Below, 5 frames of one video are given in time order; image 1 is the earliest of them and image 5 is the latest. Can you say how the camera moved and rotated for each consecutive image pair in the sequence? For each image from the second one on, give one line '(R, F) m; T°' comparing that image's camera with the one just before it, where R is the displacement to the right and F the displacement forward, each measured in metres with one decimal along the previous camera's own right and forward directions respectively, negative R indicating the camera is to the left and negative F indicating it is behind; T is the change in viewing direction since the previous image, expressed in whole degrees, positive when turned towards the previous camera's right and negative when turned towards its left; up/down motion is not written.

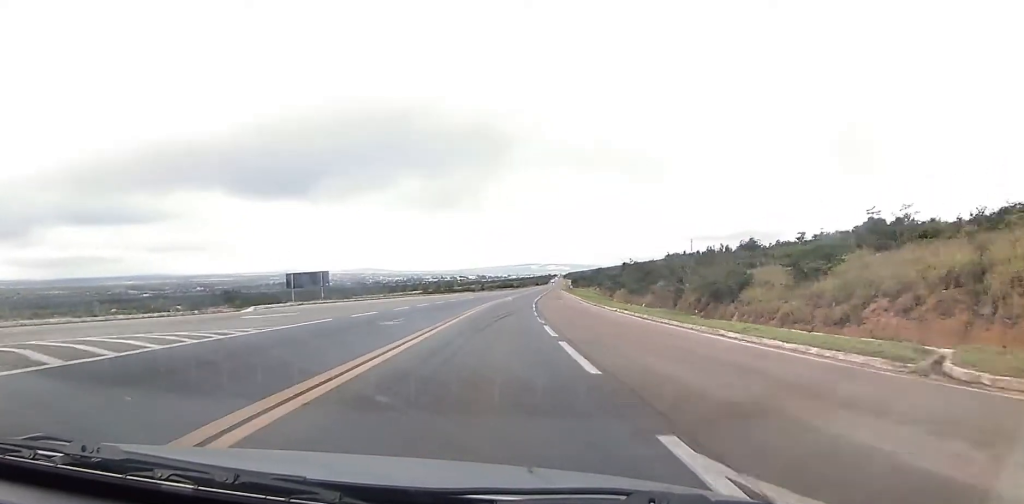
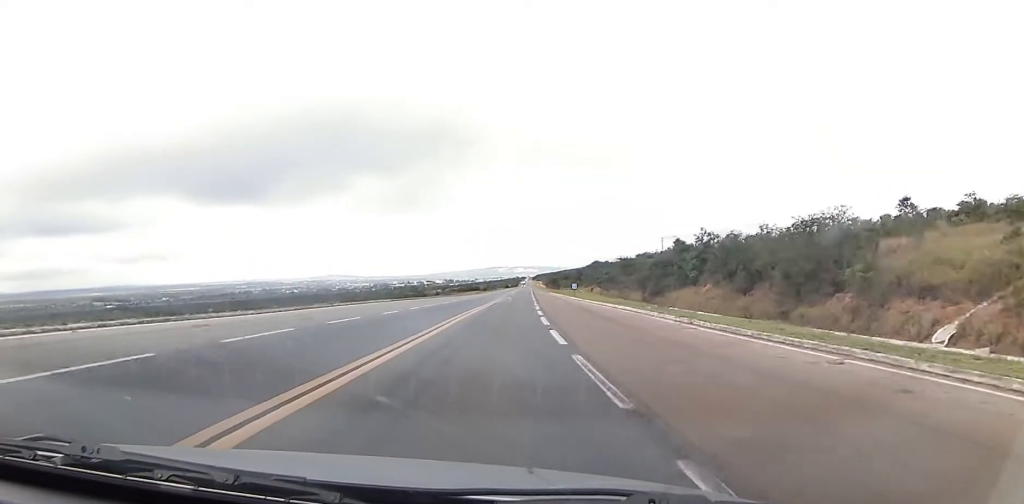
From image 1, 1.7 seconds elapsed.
(+1.6, +58.6) m; +3°
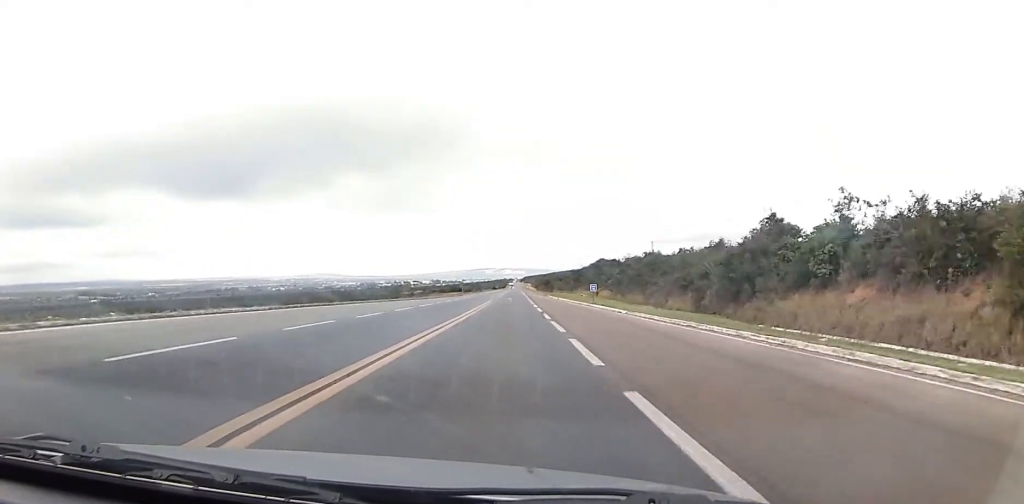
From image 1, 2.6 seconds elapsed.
(+0.3, +28.2) m; +1°
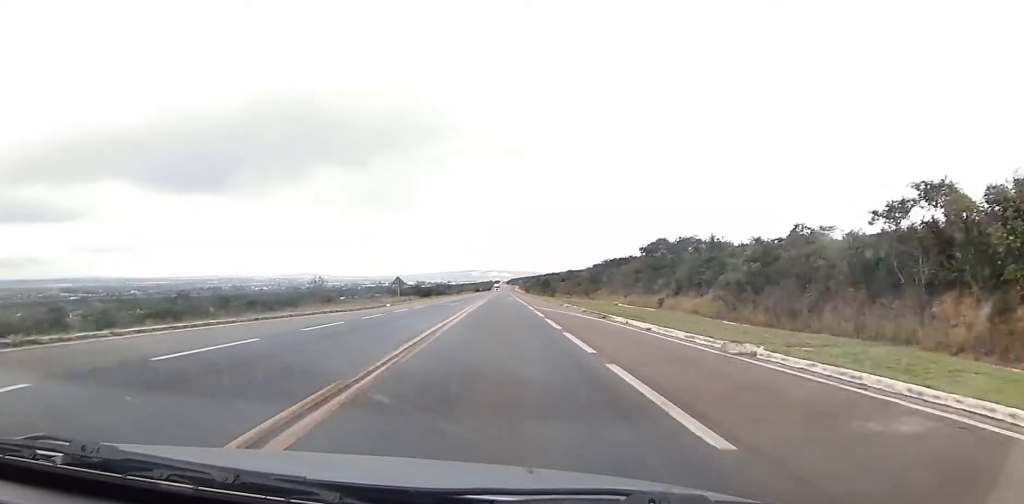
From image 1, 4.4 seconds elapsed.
(+1.0, +61.8) m; +1°
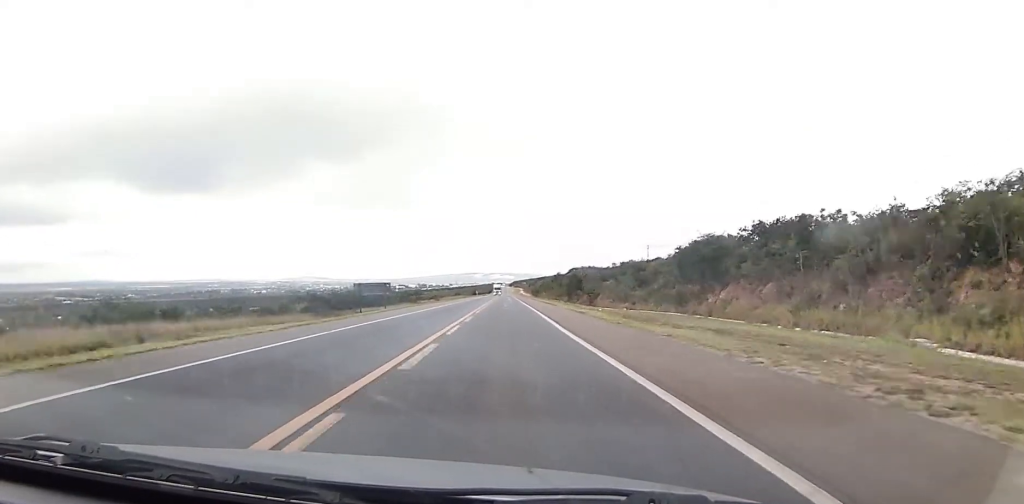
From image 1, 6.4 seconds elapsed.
(0.0, +67.7) m; 0°
